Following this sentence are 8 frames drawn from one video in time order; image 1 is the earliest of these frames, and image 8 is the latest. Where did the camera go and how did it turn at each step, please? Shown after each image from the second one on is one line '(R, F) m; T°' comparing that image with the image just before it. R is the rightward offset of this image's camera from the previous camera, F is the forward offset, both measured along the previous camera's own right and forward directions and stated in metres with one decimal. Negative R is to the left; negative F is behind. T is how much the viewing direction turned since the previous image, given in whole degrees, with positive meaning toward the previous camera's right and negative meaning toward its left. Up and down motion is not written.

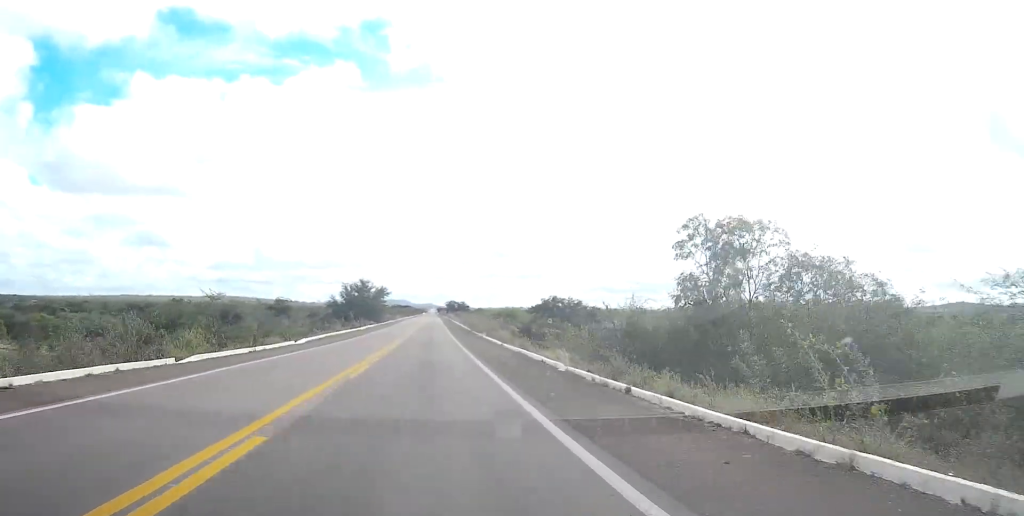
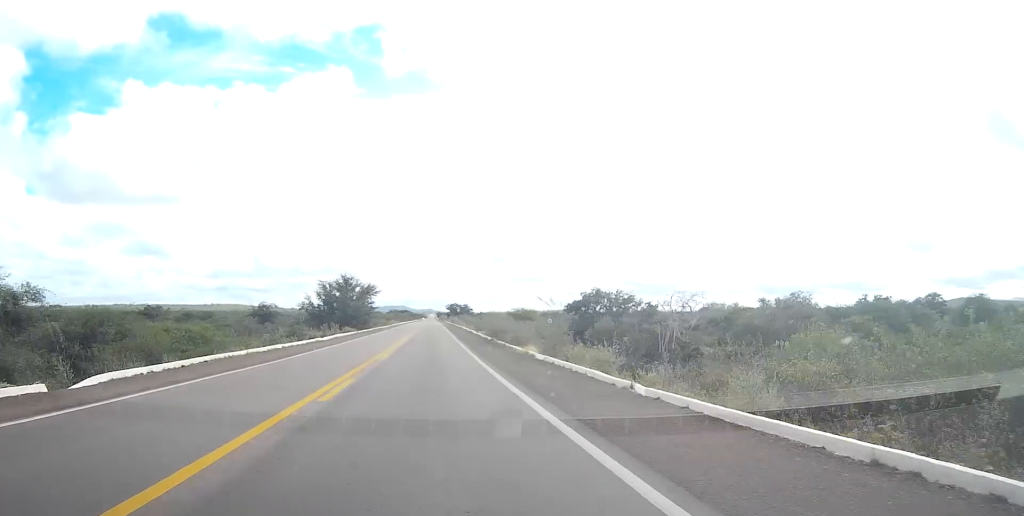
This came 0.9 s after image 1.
(+0.2, +29.0) m; 0°
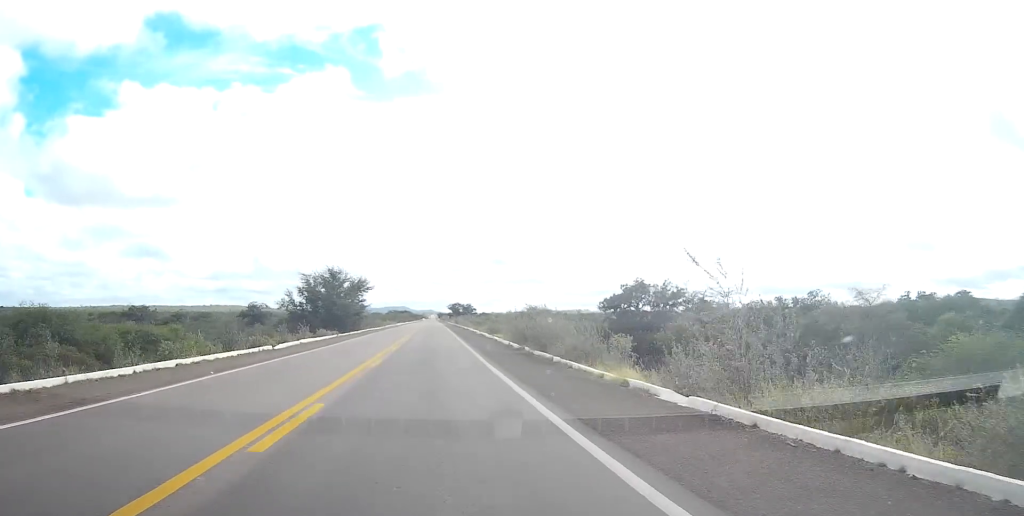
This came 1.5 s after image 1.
(0.0, +16.7) m; 0°
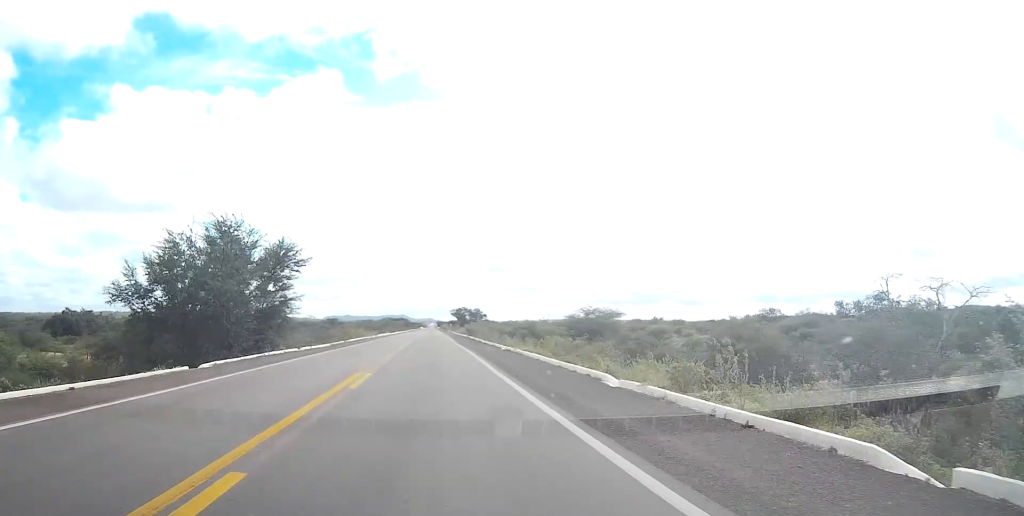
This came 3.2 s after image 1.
(-0.1, +53.9) m; 0°
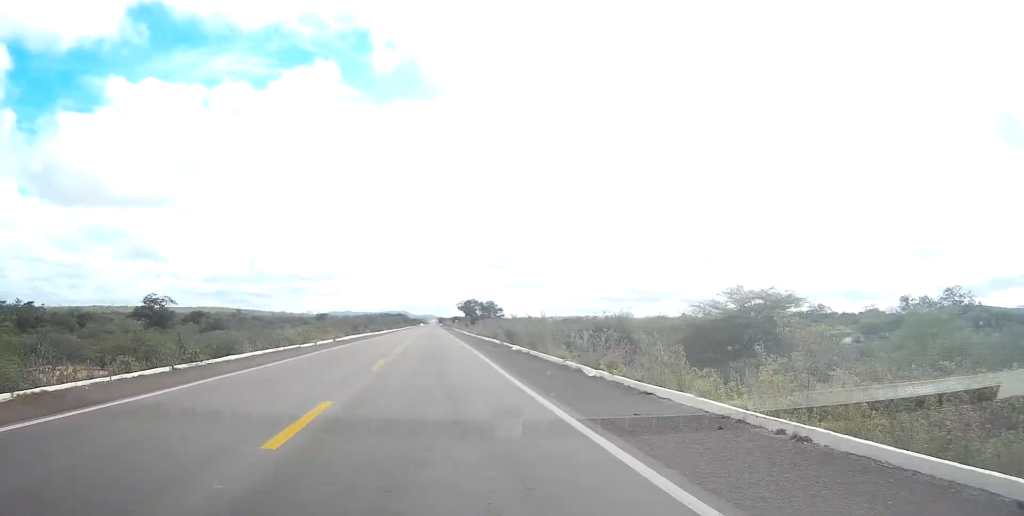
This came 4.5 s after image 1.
(+0.1, +44.0) m; 0°
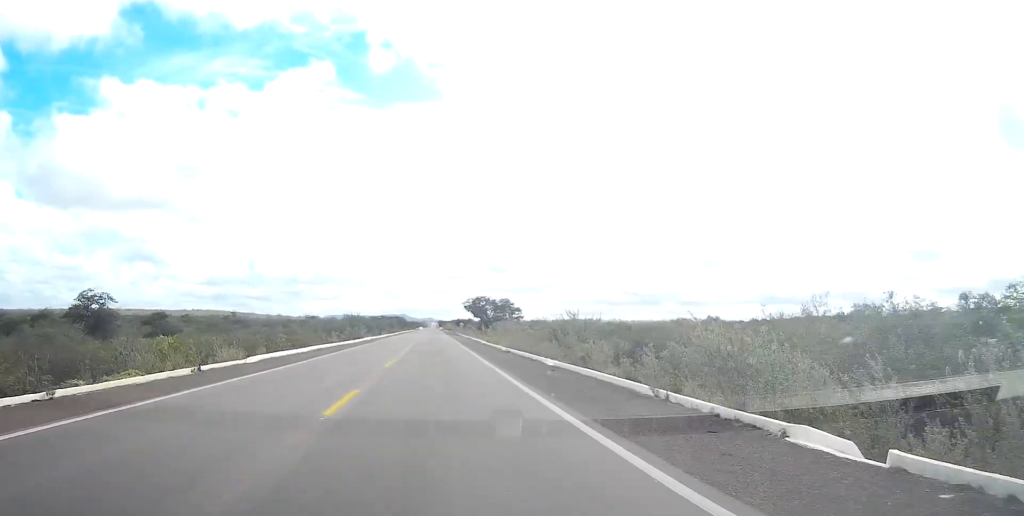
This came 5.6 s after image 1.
(+0.1, +33.5) m; 0°
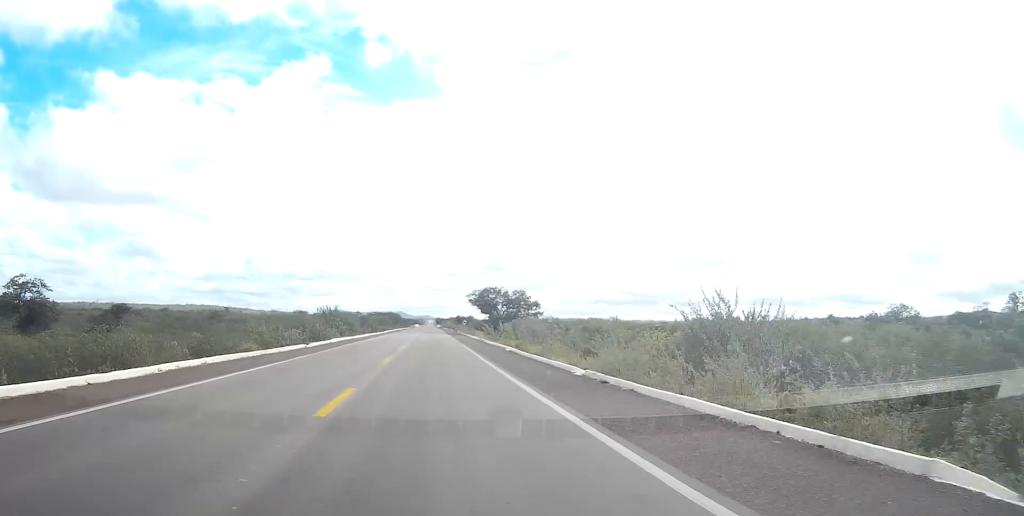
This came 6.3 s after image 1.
(0.0, +24.9) m; 0°
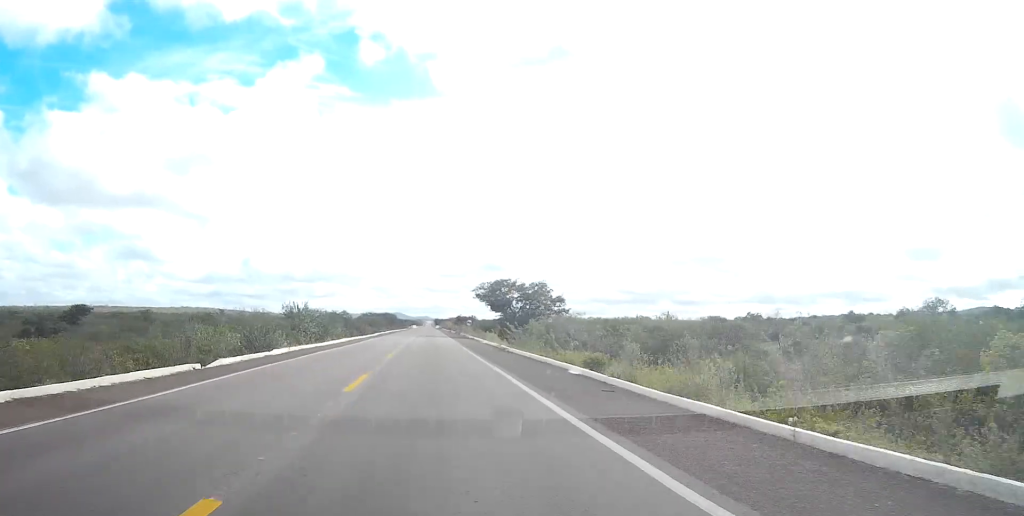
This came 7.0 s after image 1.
(0.0, +20.7) m; 0°
